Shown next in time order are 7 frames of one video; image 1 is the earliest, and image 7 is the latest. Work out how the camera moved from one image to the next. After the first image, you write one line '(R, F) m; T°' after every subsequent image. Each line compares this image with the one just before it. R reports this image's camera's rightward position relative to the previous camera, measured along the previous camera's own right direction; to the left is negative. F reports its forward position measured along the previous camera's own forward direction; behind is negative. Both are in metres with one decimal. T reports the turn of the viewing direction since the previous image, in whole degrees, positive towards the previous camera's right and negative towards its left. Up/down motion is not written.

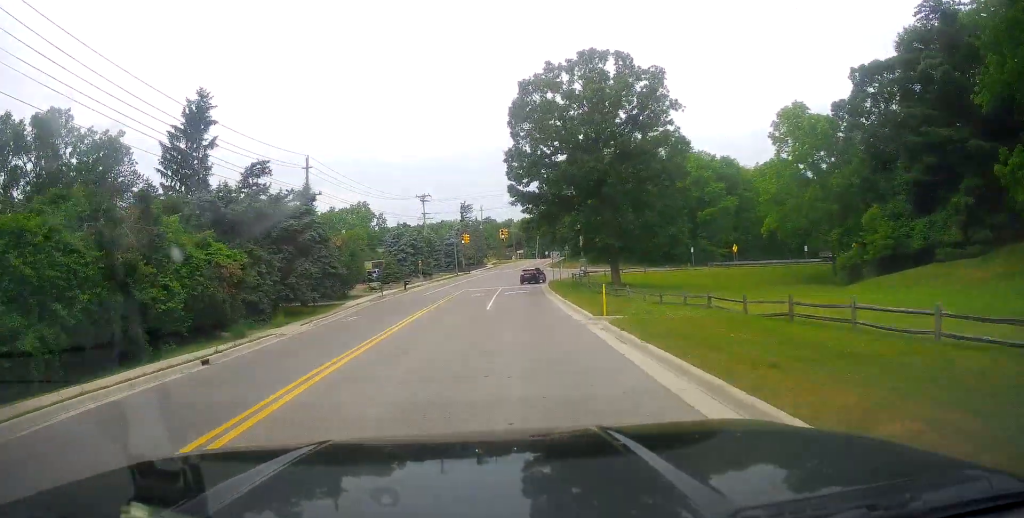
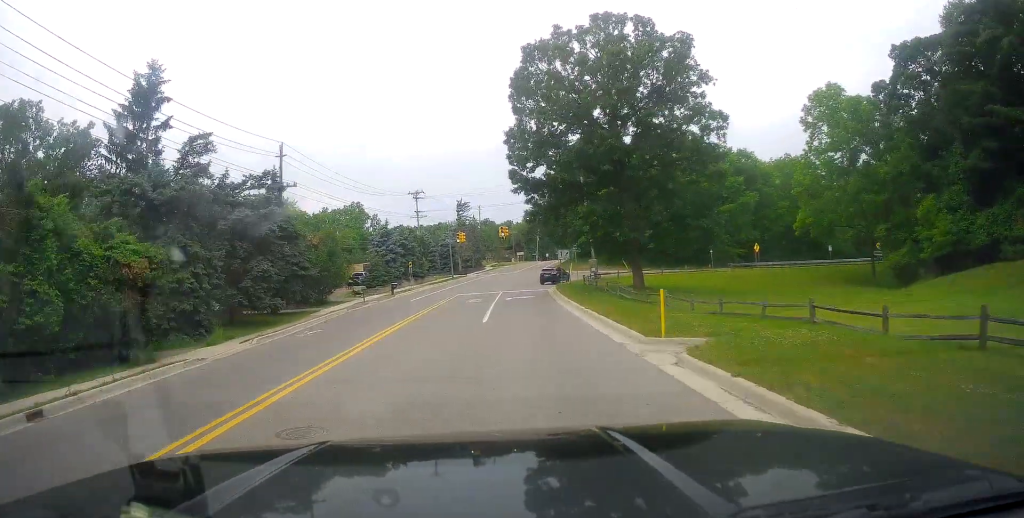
(0.0, +7.9) m; +1°
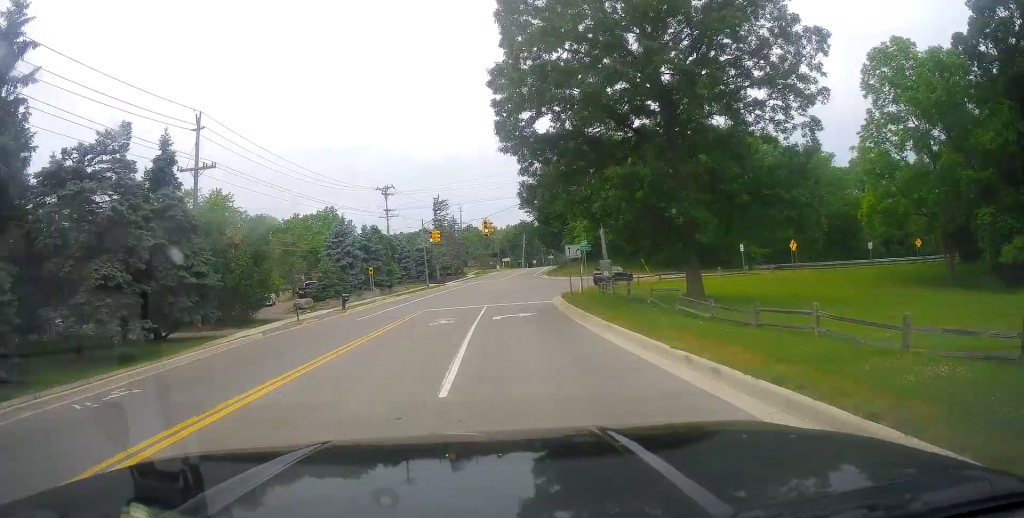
(+0.1, +14.5) m; +2°
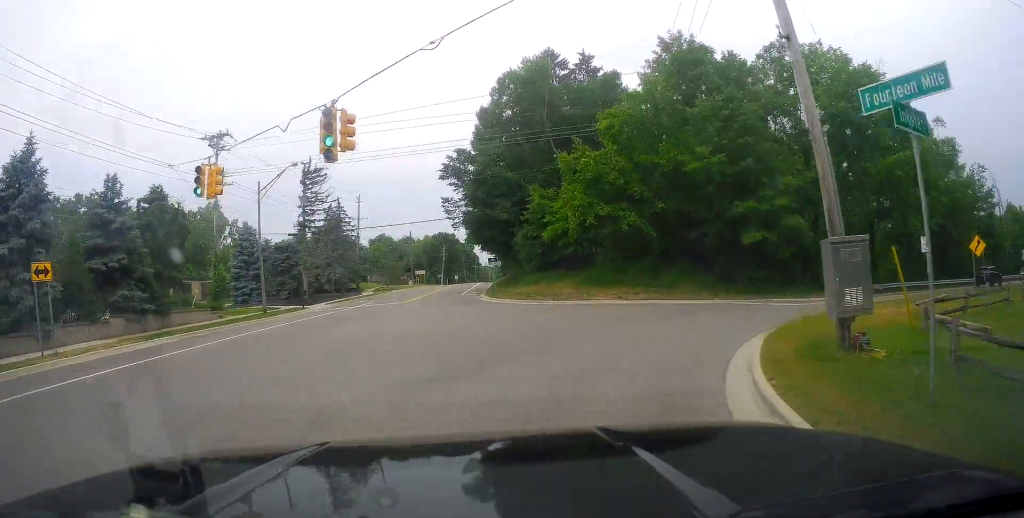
(+2.4, +39.2) m; +12°
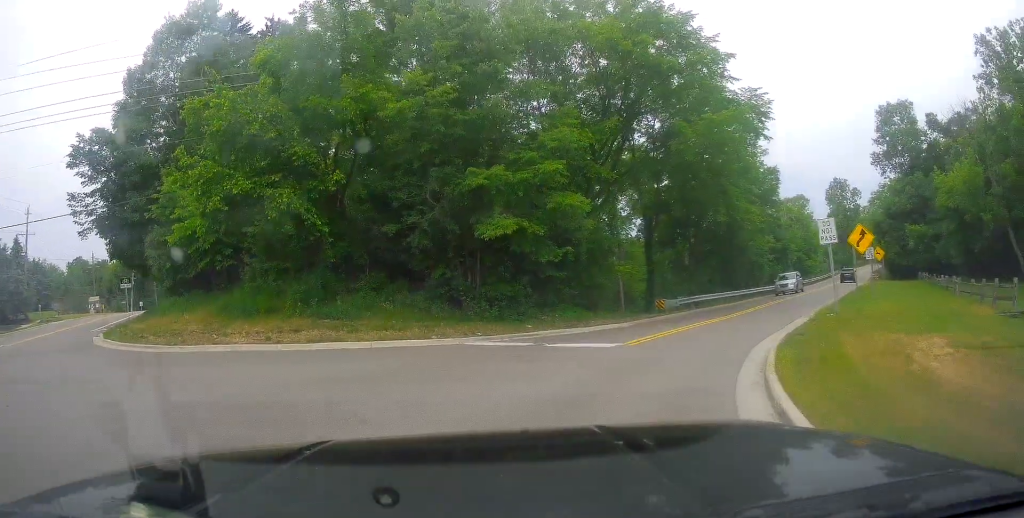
(+3.4, +15.9) m; +30°
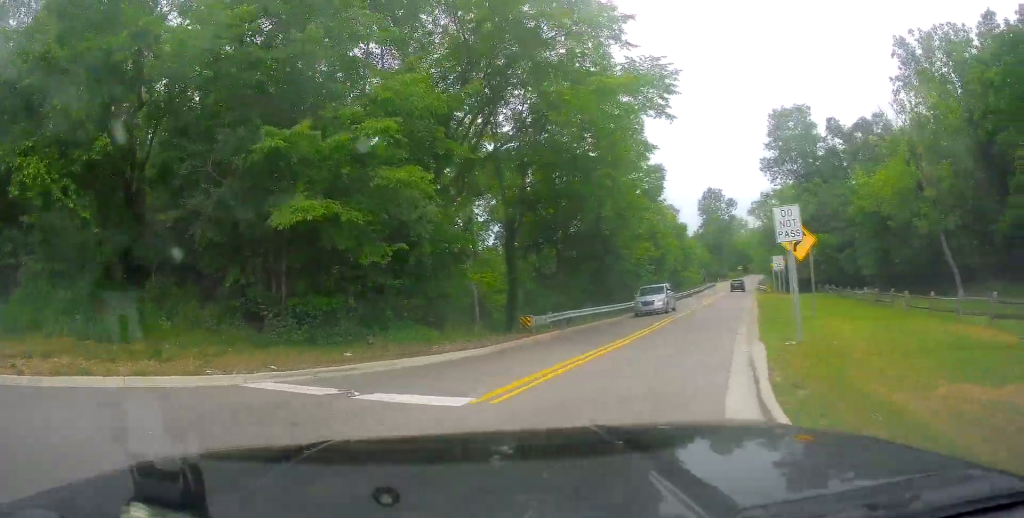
(+0.8, +6.2) m; +12°
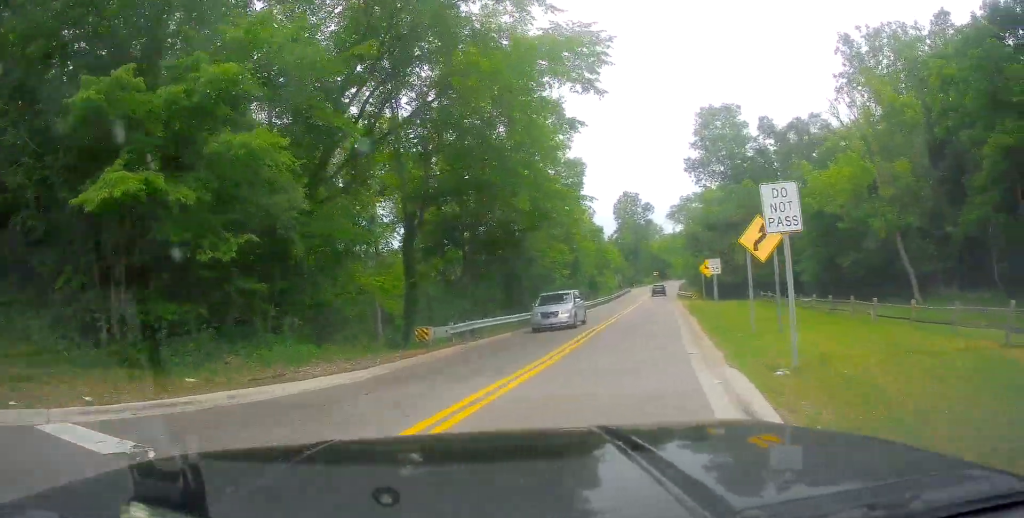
(+0.3, +3.8) m; +6°
